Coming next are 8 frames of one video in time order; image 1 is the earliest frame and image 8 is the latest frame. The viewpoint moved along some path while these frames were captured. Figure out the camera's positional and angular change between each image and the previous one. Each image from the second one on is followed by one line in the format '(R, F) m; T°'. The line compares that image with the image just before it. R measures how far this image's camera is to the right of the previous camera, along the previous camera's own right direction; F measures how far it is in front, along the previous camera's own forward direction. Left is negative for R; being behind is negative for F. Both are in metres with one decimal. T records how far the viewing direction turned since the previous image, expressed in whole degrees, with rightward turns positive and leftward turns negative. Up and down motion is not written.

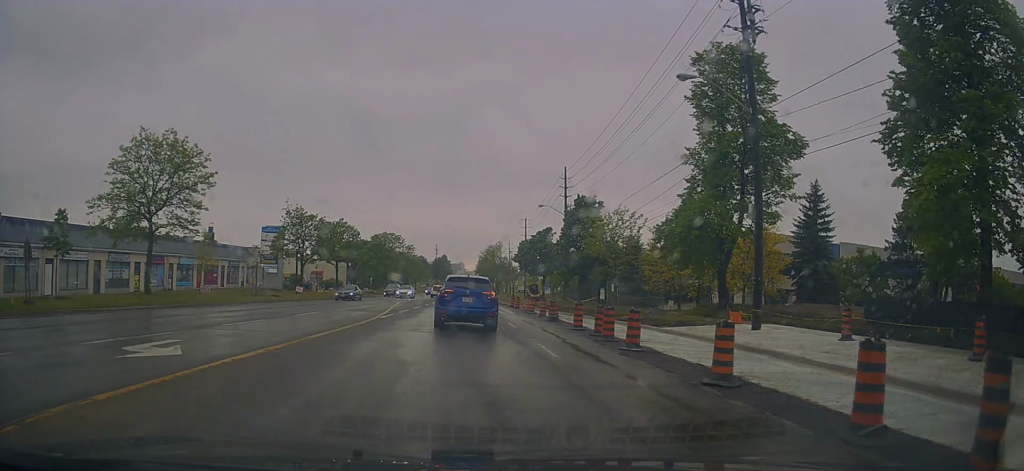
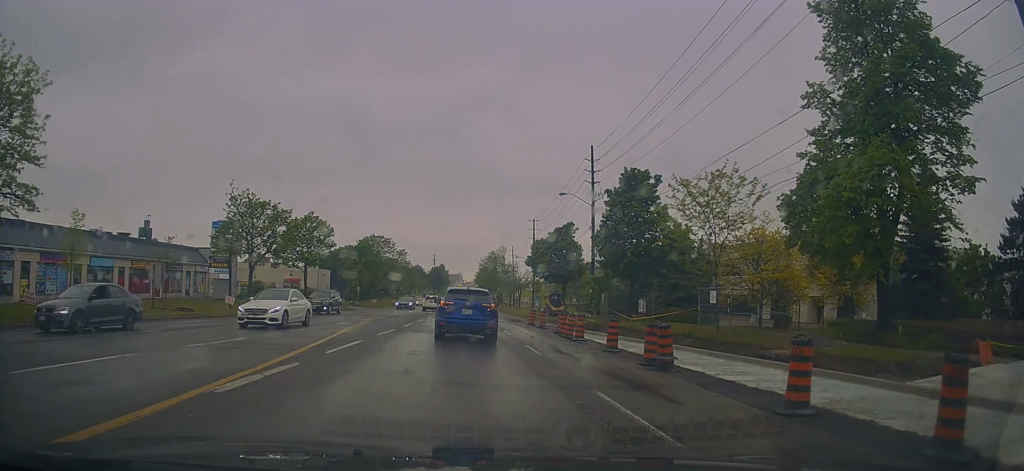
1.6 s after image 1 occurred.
(+0.4, +15.6) m; -2°
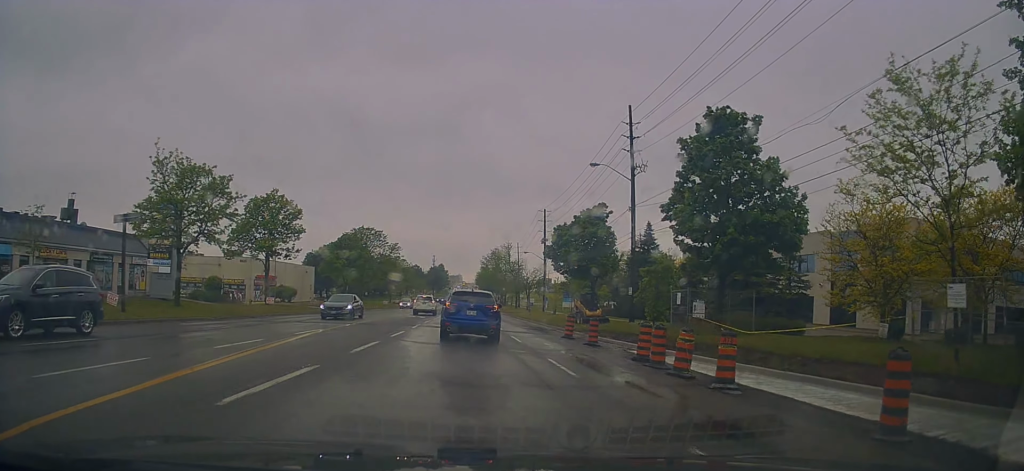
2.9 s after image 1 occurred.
(-0.1, +12.7) m; +1°
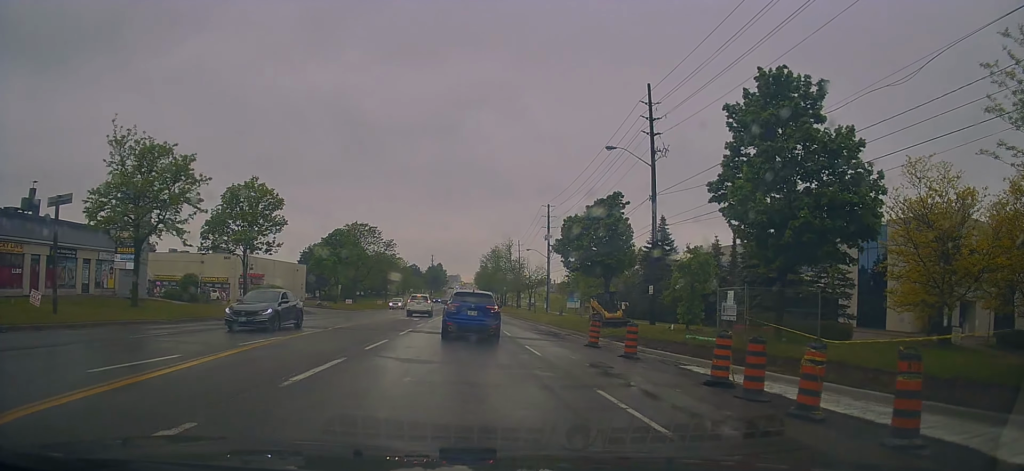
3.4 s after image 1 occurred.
(+0.1, +4.5) m; +1°
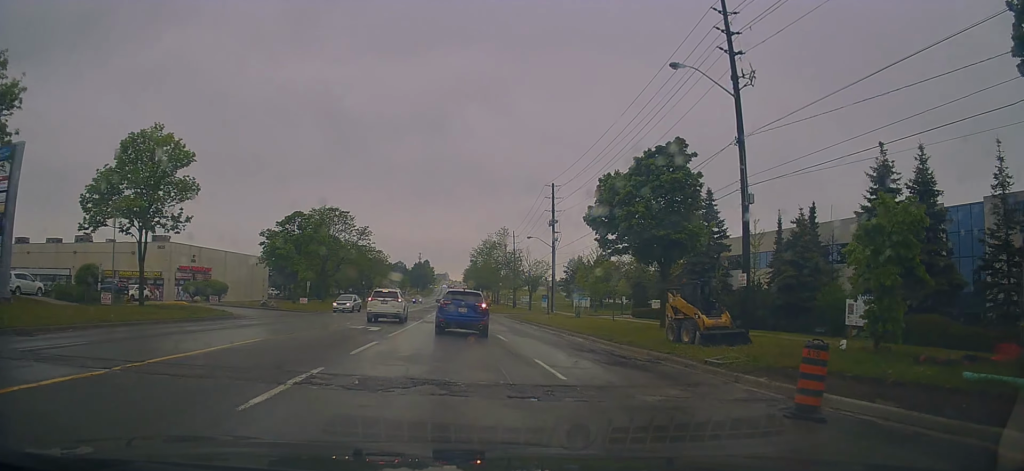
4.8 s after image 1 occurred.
(+0.1, +13.3) m; +1°
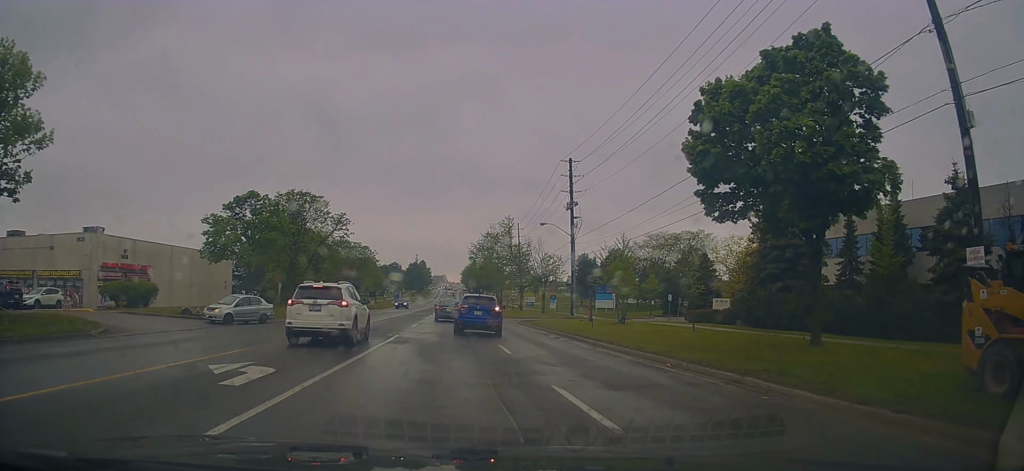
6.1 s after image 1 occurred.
(+0.1, +12.5) m; 0°
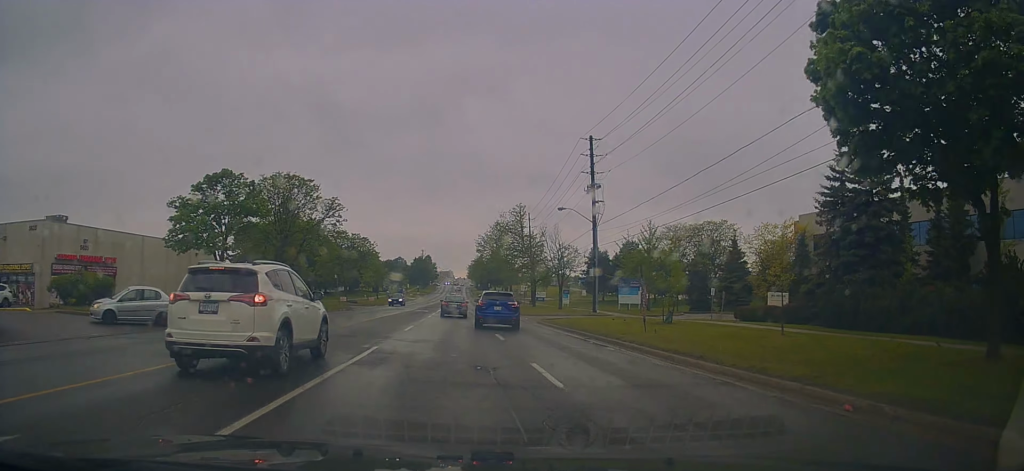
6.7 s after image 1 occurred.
(0.0, +6.2) m; -1°
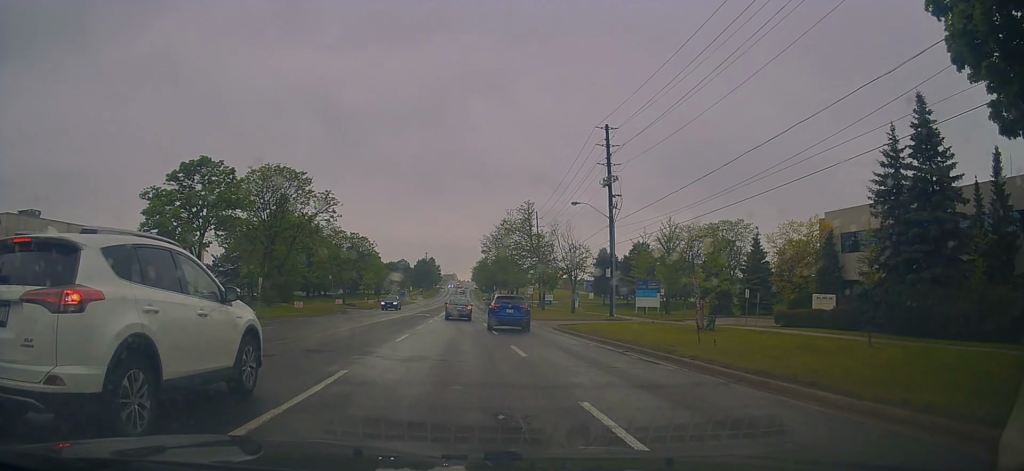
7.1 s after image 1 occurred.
(-0.1, +4.2) m; 0°
